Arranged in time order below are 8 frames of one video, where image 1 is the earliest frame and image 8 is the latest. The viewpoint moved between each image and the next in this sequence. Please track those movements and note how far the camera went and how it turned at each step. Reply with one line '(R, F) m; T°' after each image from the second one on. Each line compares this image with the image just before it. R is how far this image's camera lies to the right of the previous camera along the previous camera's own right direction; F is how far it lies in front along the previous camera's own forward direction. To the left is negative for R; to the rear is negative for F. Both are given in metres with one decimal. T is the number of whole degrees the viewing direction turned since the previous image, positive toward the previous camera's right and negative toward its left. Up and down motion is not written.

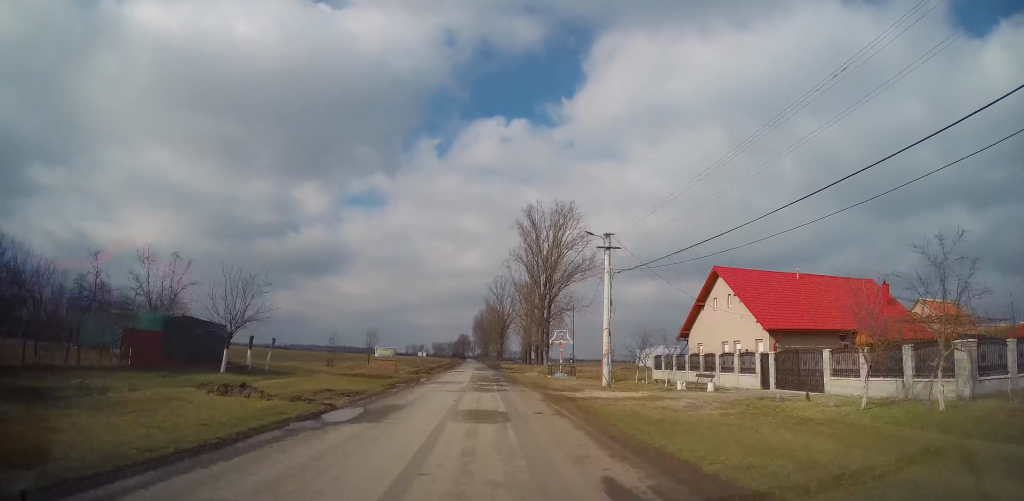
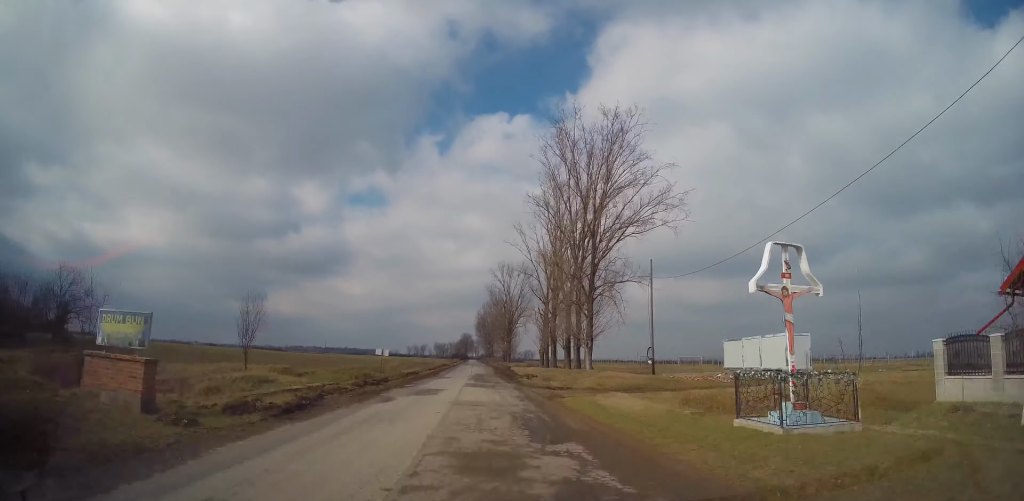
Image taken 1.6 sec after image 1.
(-0.2, +28.9) m; -2°
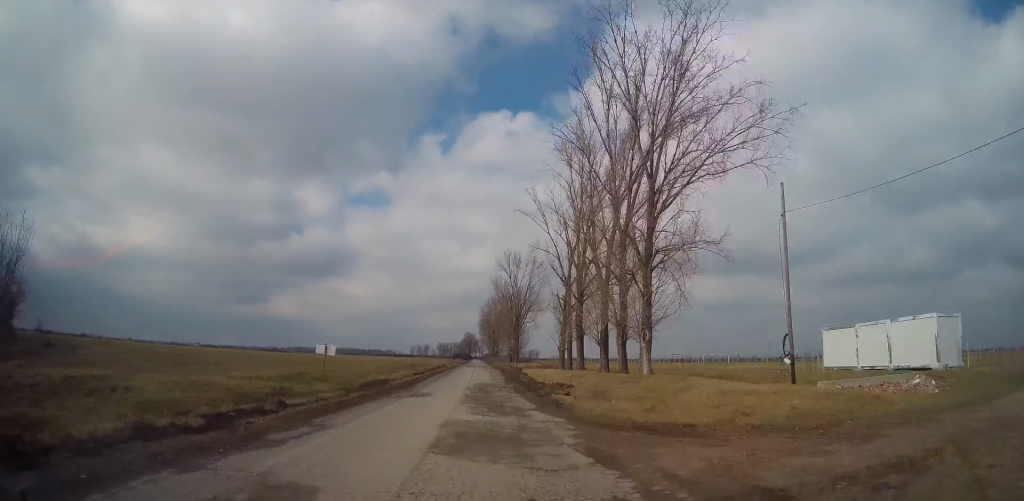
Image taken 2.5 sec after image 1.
(0.0, +15.6) m; 0°
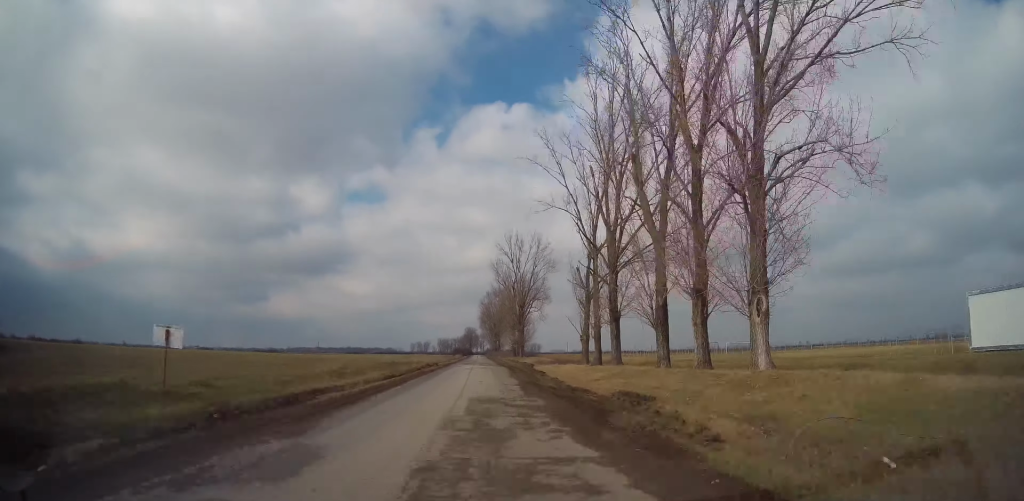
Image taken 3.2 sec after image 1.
(+0.1, +13.3) m; 0°
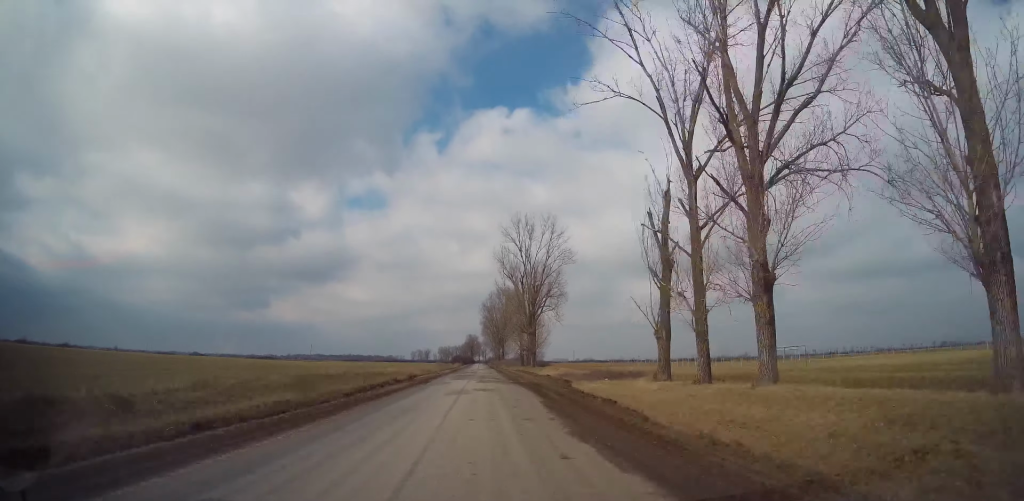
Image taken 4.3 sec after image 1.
(-0.1, +20.3) m; 0°
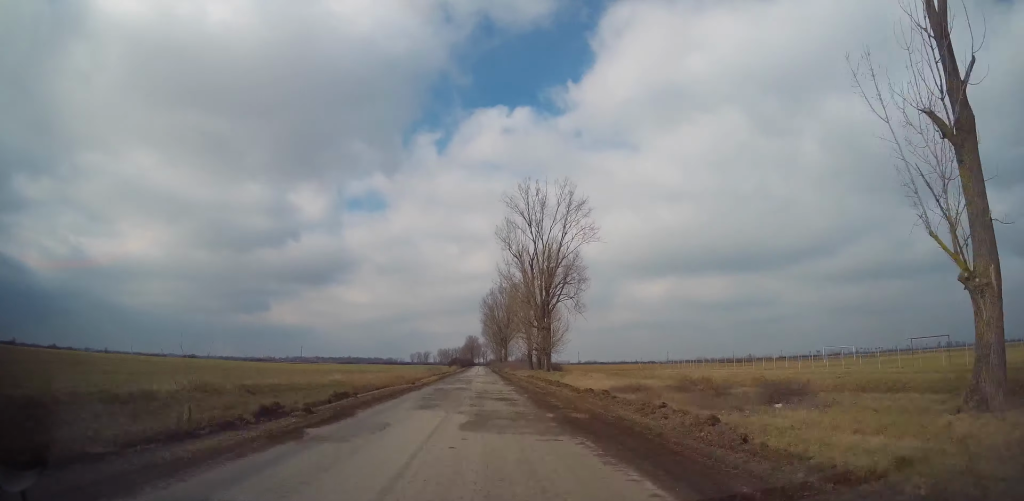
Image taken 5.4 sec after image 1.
(+0.2, +19.4) m; 0°
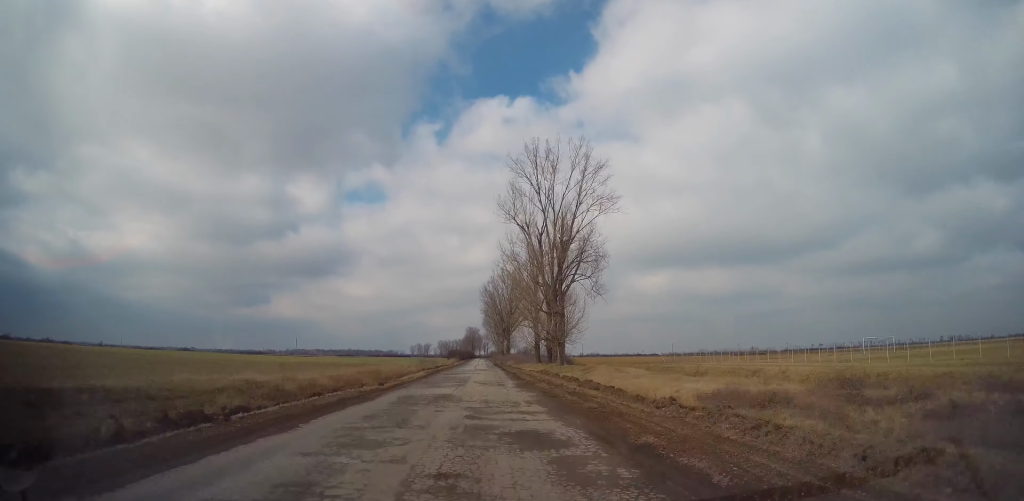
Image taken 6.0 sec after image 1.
(0.0, +11.4) m; -1°
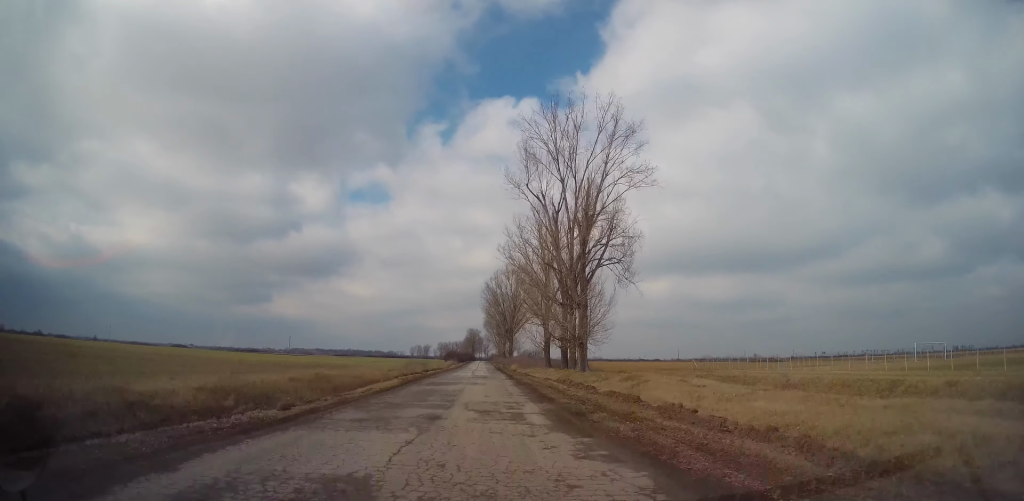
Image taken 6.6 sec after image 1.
(-0.2, +12.1) m; 0°
